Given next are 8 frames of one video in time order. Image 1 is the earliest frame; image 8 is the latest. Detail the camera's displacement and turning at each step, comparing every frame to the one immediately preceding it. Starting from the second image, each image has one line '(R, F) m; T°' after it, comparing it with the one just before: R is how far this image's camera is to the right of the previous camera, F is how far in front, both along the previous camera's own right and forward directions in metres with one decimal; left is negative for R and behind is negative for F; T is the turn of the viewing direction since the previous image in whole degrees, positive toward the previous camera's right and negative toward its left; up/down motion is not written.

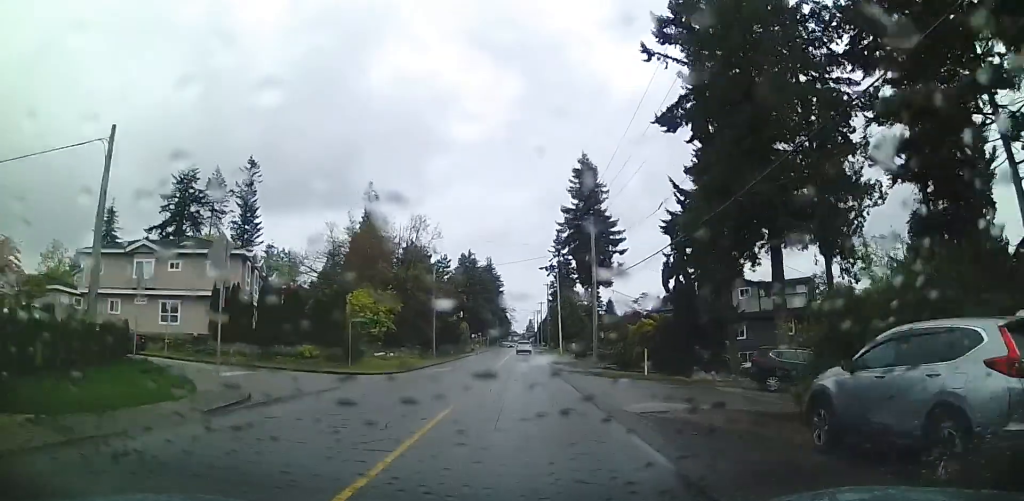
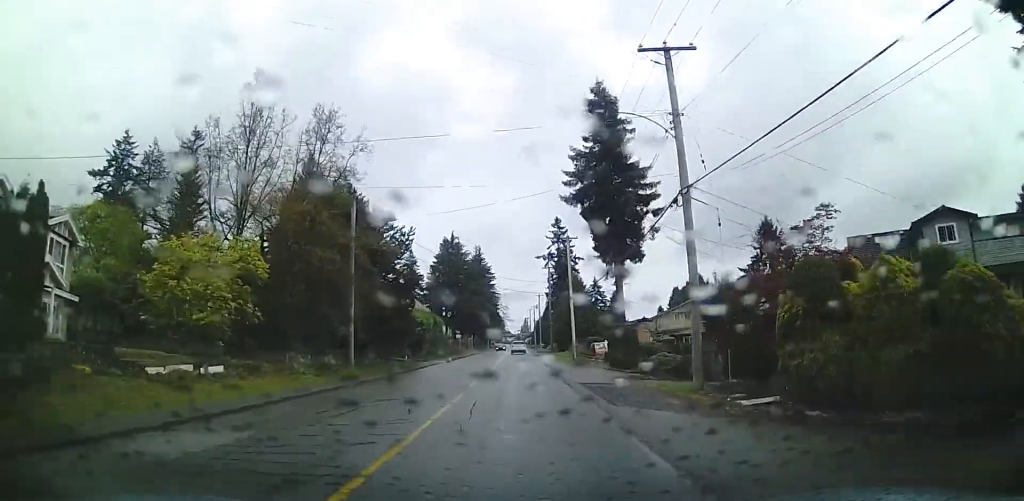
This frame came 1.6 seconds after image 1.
(-0.4, +24.1) m; 0°
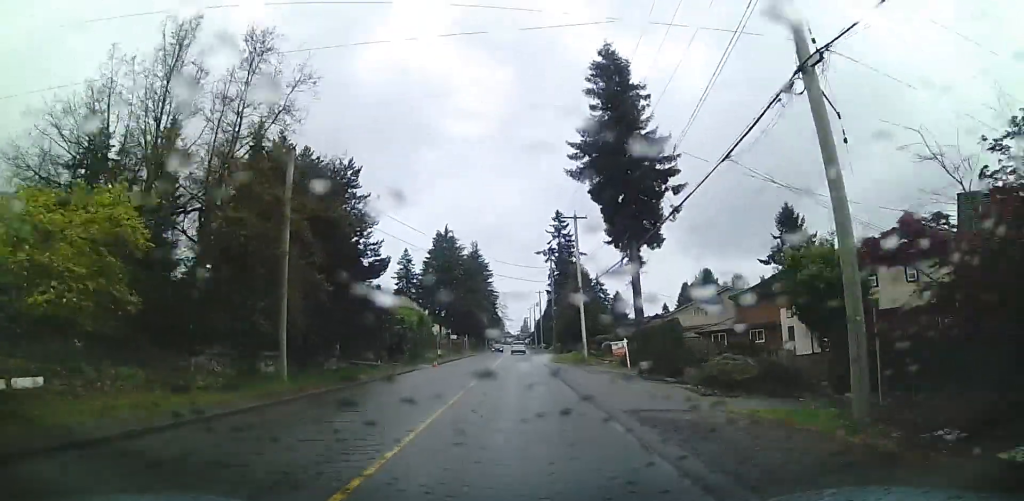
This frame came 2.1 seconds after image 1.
(0.0, +8.2) m; 0°
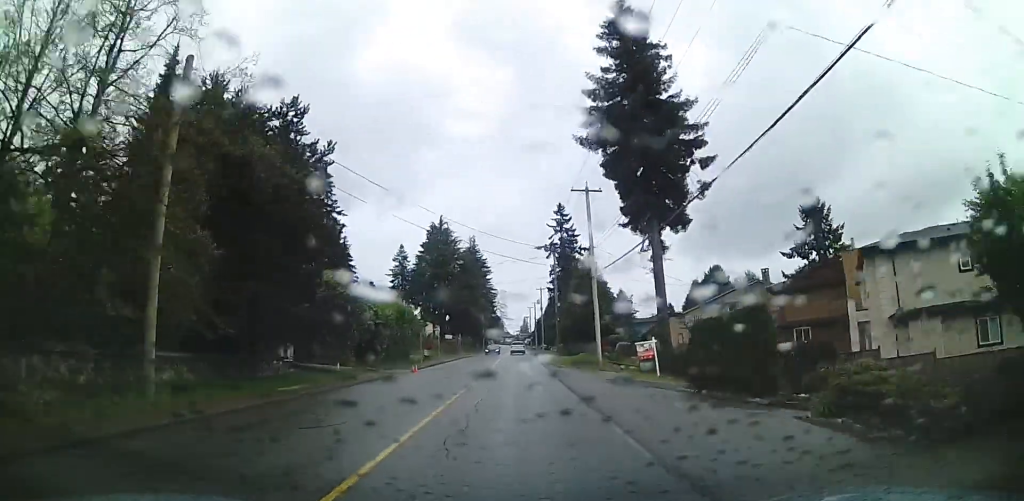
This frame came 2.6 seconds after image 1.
(0.0, +7.7) m; 0°
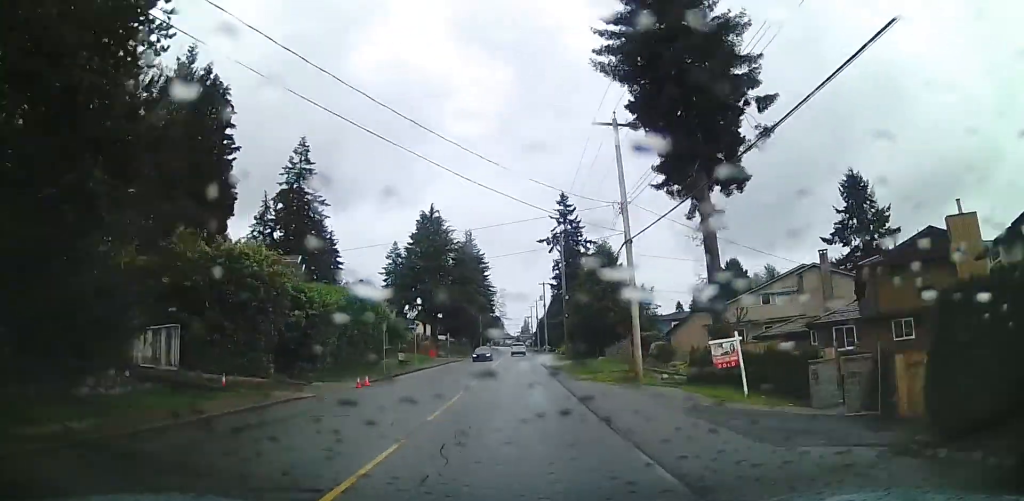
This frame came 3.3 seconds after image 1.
(-0.1, +11.1) m; -1°
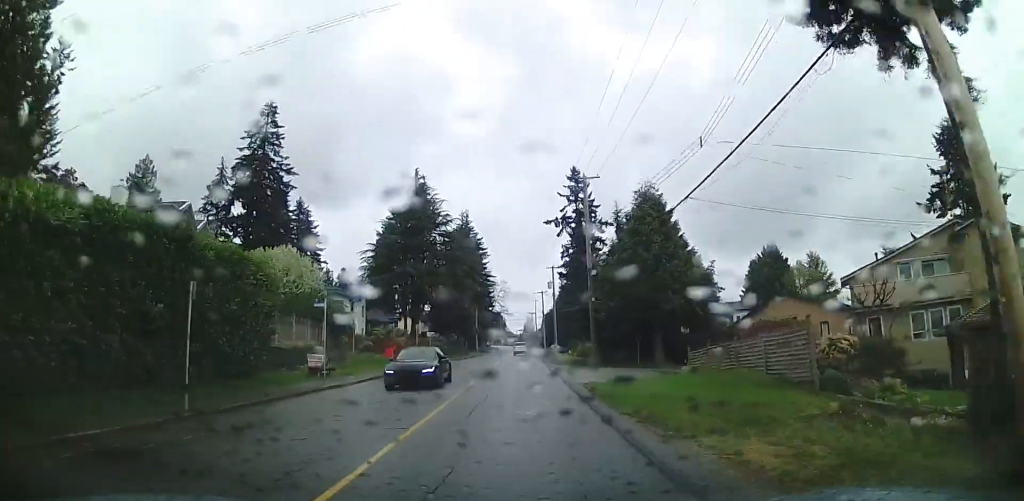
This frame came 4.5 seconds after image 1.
(-0.4, +18.6) m; -1°
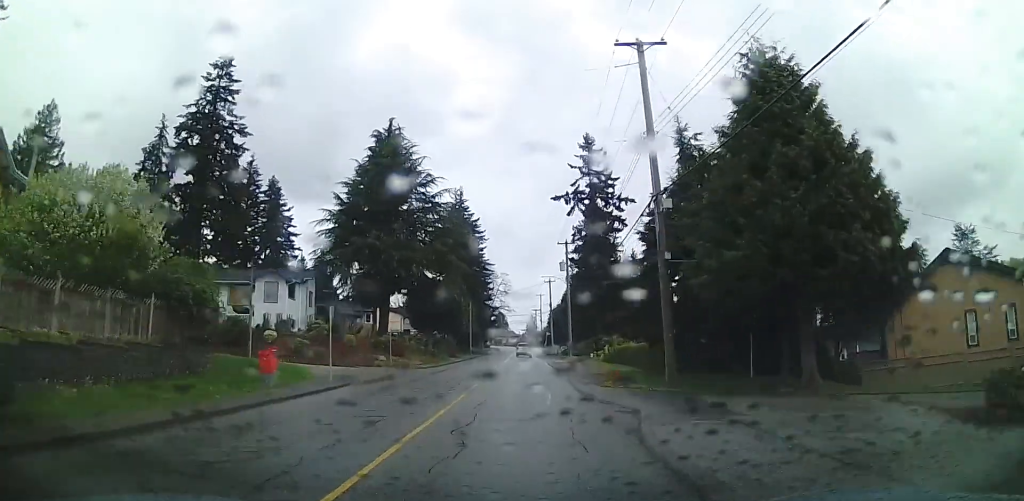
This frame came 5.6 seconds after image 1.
(+0.1, +18.6) m; 0°
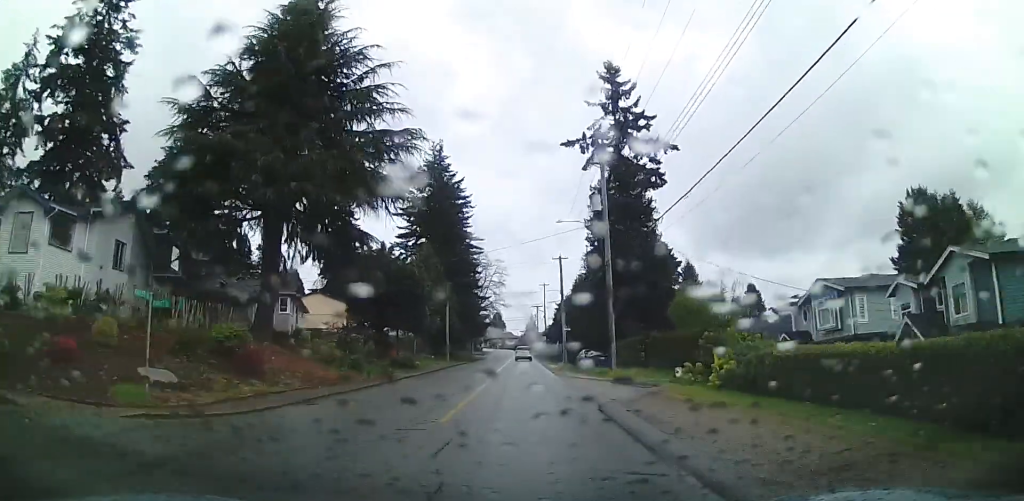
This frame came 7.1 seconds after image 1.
(-0.3, +27.0) m; -1°
